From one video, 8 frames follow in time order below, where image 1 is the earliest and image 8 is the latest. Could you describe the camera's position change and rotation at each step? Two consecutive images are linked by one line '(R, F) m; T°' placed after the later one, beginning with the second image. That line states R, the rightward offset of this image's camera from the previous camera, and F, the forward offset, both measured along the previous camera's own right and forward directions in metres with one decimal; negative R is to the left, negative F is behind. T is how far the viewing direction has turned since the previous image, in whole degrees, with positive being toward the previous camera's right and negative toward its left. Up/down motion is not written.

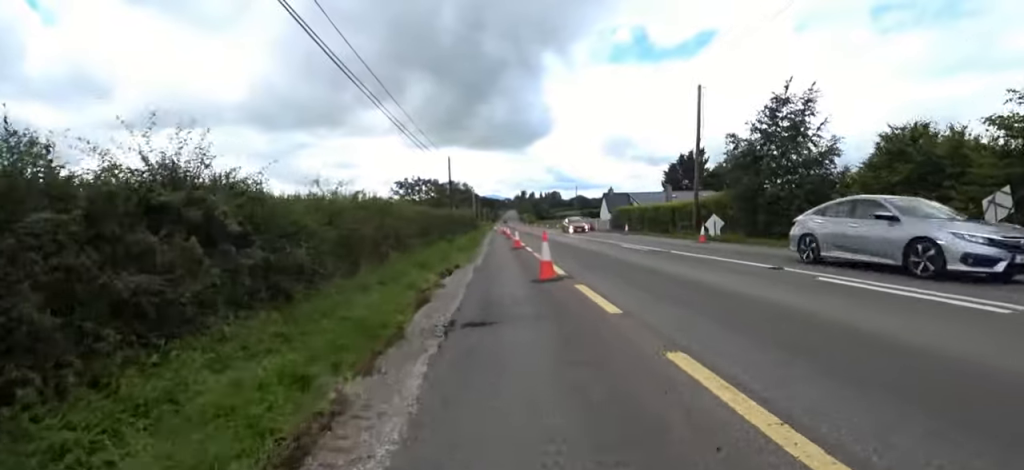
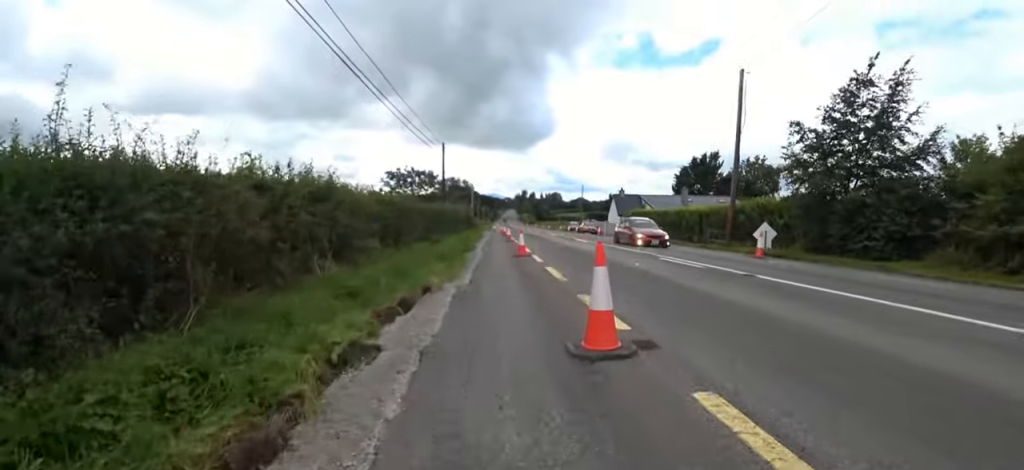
(+0.2, +4.9) m; +3°
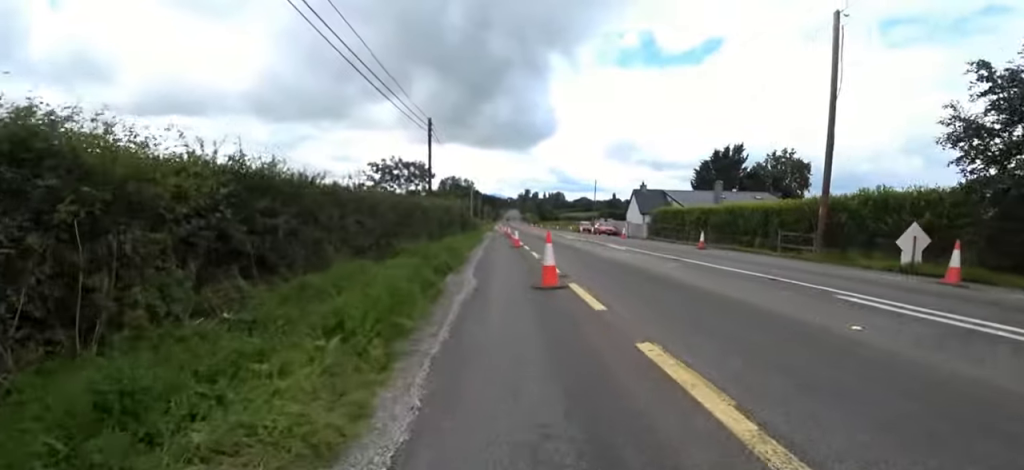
(0.0, +7.2) m; 0°
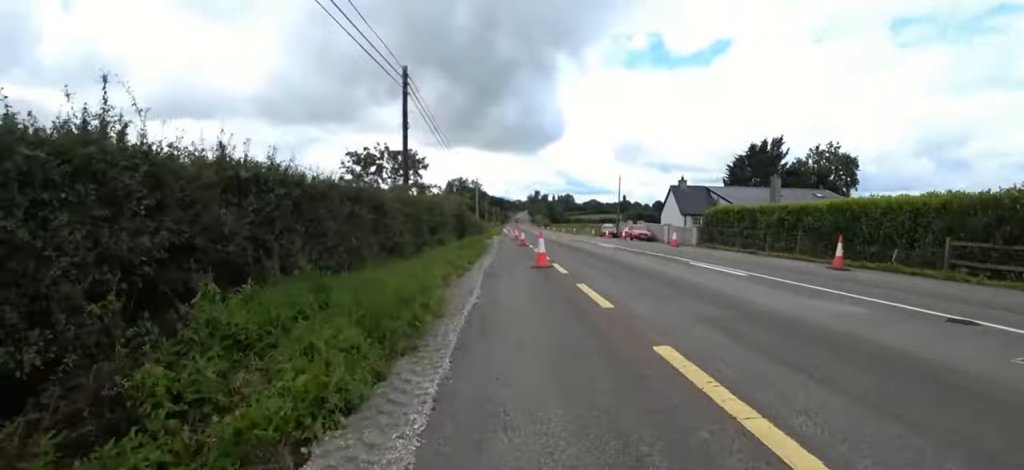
(0.0, +8.0) m; +3°
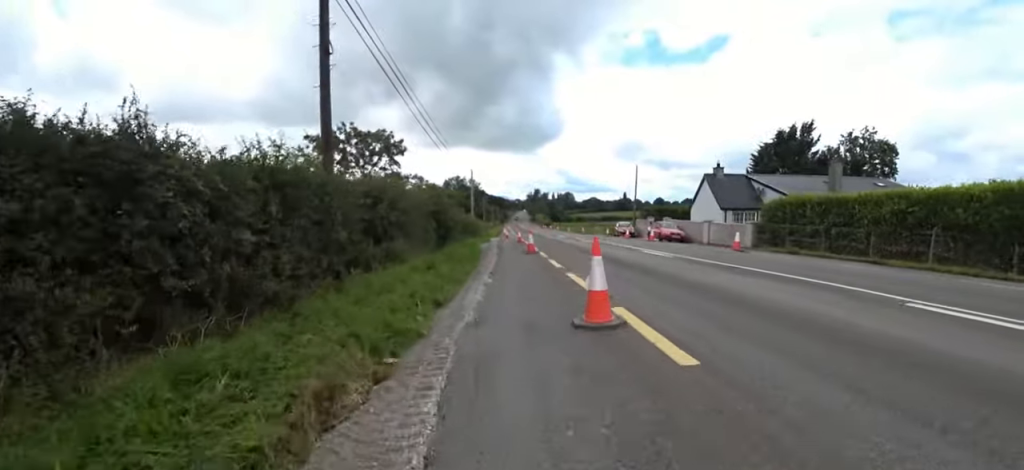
(+0.3, +6.5) m; 0°
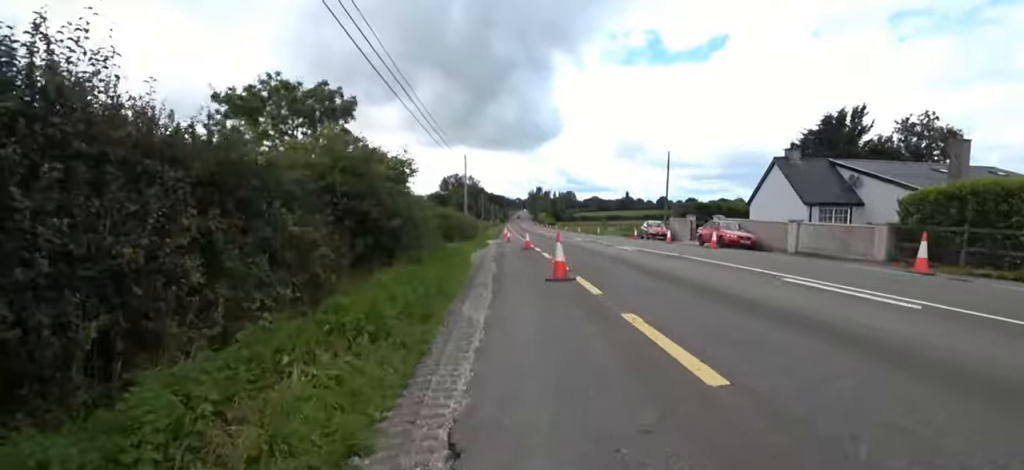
(-0.3, +8.5) m; -3°
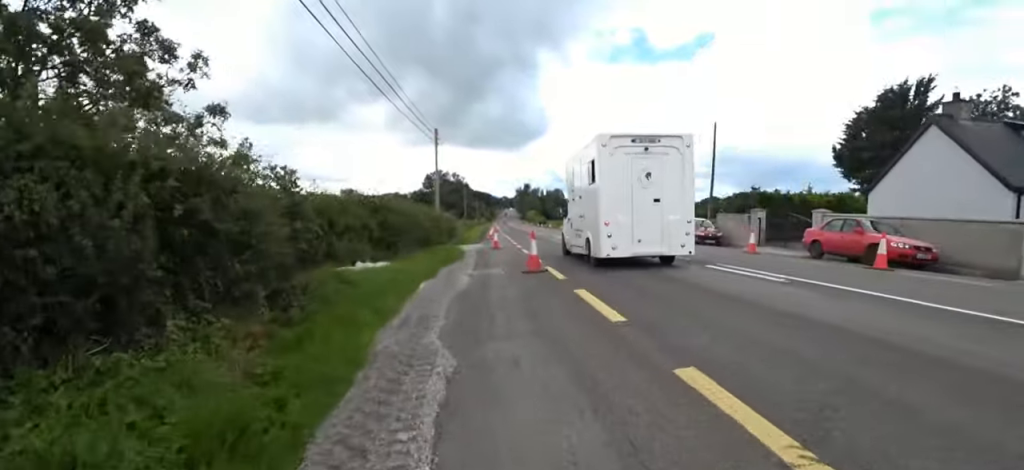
(0.0, +10.4) m; 0°
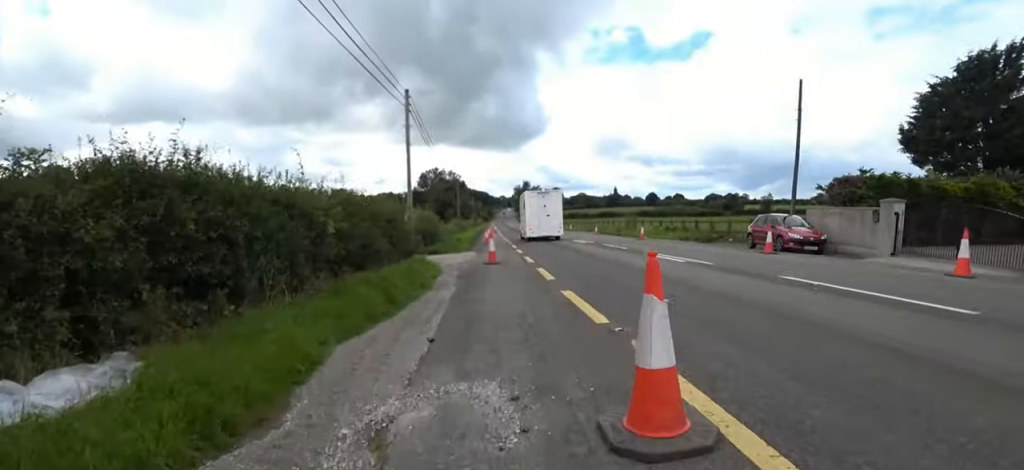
(0.0, +8.4) m; 0°
